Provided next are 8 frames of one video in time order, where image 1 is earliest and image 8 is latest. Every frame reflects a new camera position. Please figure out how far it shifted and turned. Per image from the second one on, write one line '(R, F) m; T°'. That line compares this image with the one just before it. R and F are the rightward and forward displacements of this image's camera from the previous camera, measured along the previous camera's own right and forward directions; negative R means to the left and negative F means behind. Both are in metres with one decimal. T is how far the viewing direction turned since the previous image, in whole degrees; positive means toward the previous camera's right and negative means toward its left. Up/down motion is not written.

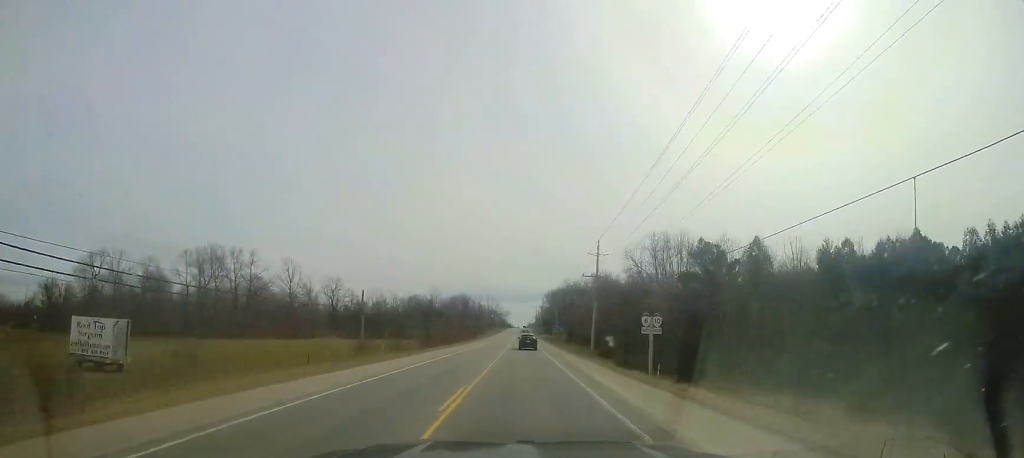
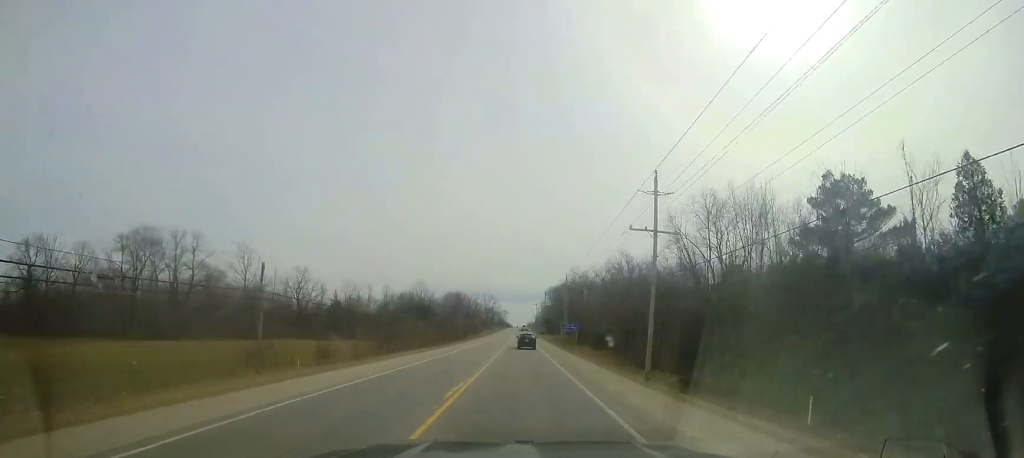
(-0.1, +17.8) m; 0°
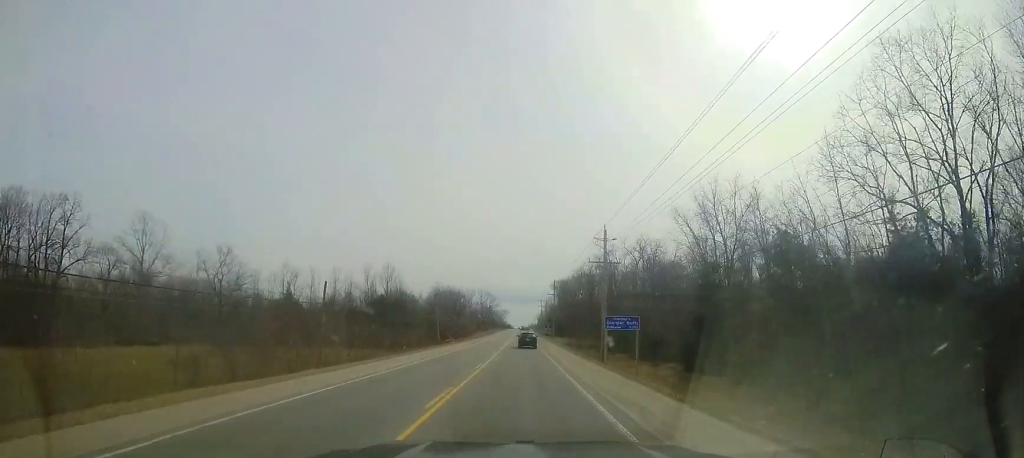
(0.0, +28.9) m; 0°
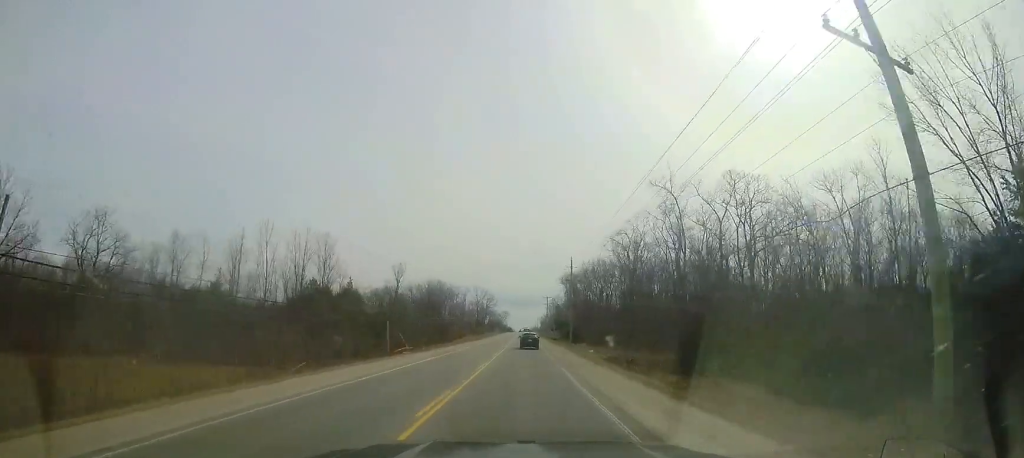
(+0.2, +27.9) m; 0°
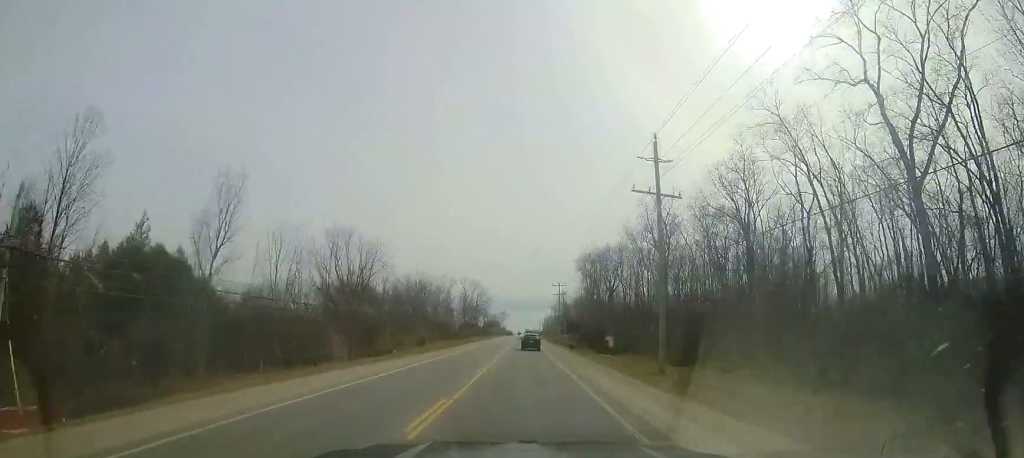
(-0.1, +37.9) m; -1°
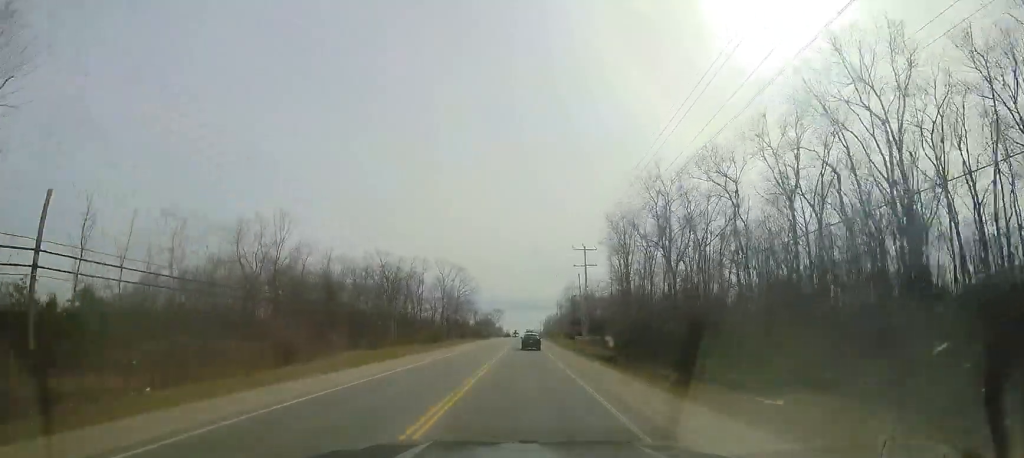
(-0.1, +36.2) m; 0°
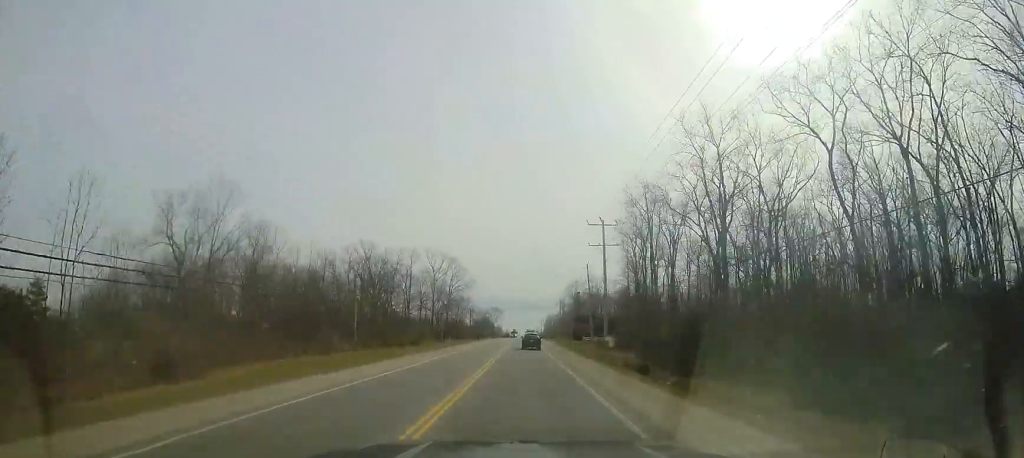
(+0.1, +10.9) m; 0°
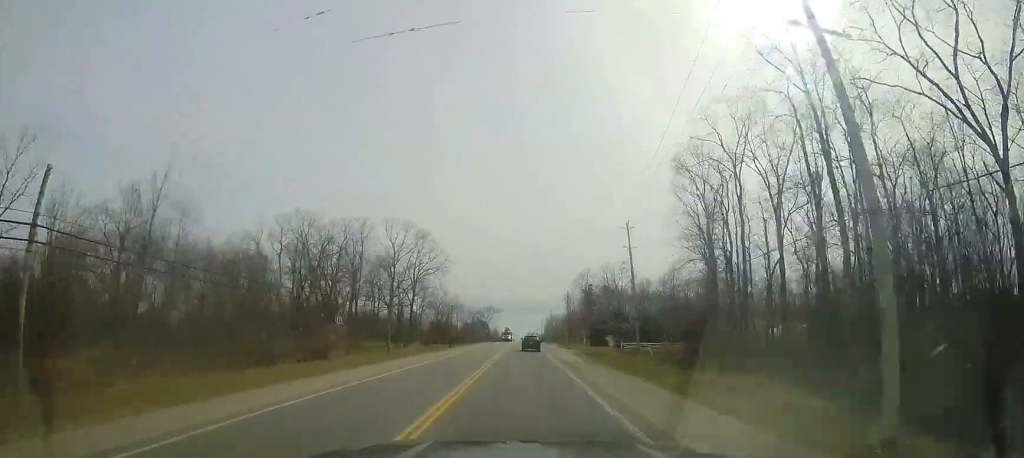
(0.0, +28.2) m; 0°
